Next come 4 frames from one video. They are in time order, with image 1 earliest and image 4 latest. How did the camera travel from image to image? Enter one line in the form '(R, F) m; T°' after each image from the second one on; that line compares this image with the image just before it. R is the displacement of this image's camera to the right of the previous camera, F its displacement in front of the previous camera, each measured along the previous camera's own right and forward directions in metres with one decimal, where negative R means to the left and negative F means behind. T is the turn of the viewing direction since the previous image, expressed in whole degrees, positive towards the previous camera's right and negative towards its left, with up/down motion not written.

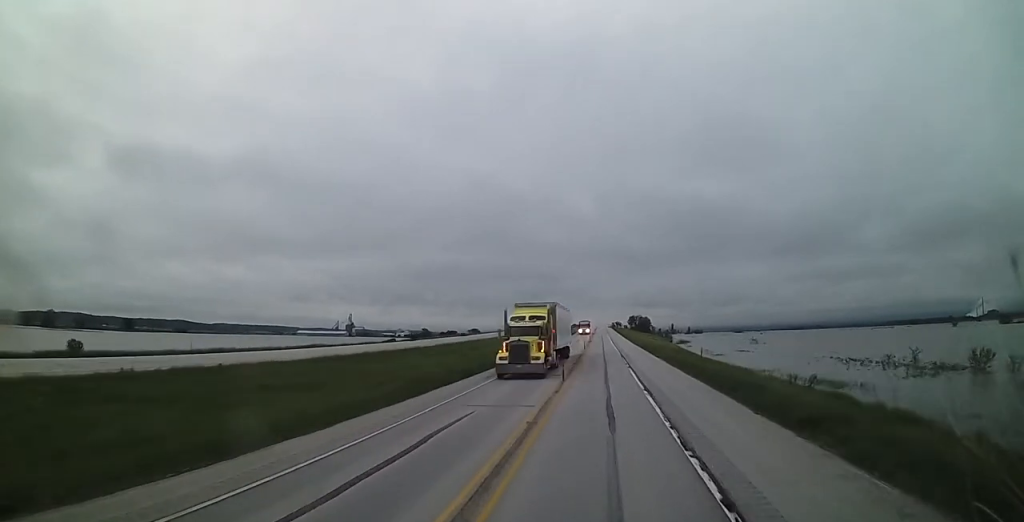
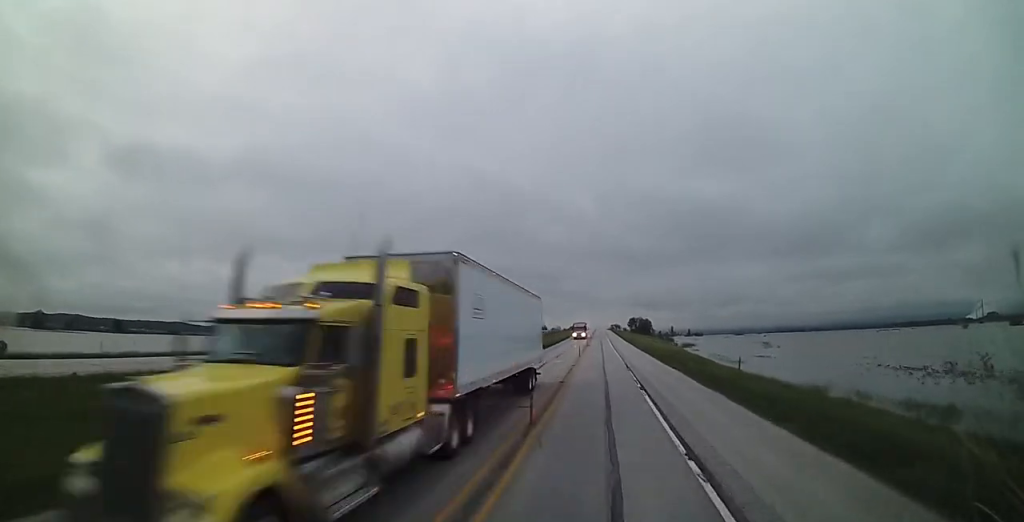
(+0.1, +12.2) m; 0°
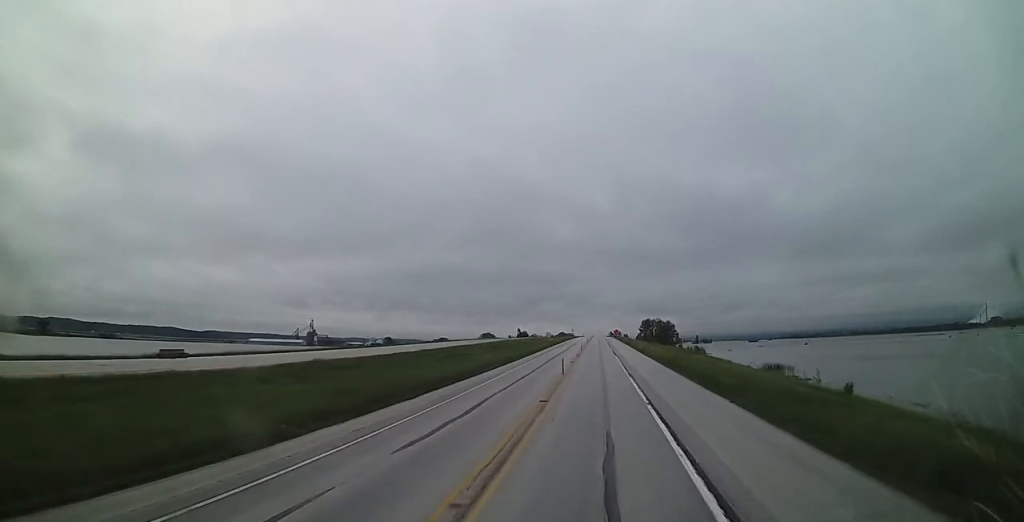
(-0.2, +92.7) m; 0°
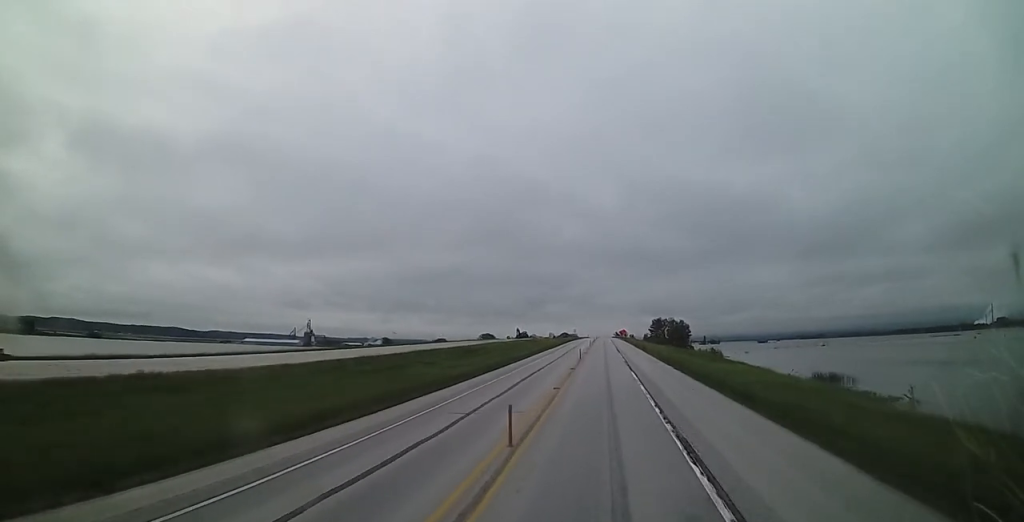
(-0.2, +20.2) m; -1°
